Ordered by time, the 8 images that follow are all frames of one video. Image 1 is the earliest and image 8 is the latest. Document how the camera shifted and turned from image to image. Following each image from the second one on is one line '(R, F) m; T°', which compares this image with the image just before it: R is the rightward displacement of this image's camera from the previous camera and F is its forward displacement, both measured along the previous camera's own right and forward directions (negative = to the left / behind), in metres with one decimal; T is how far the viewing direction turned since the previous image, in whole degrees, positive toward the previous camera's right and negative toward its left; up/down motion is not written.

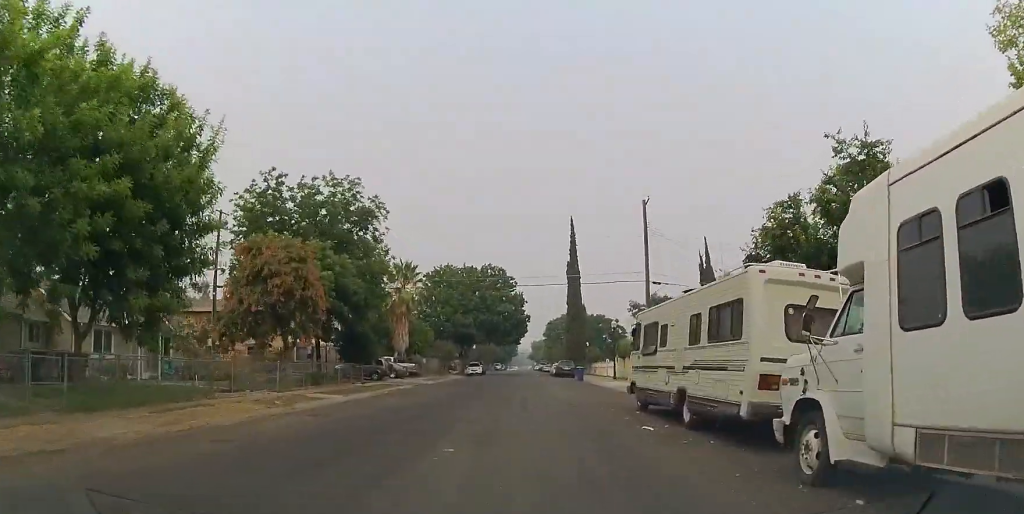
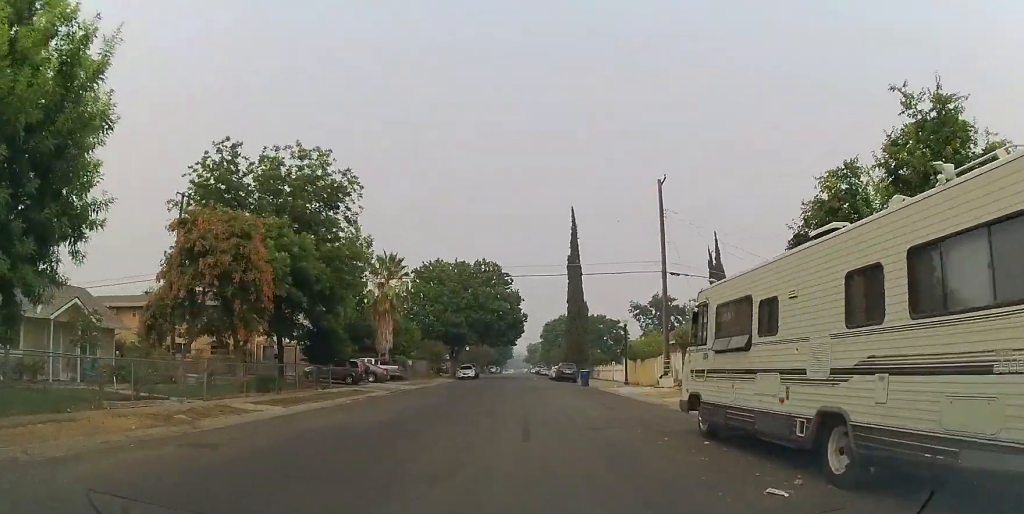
(+0.3, +5.6) m; +3°
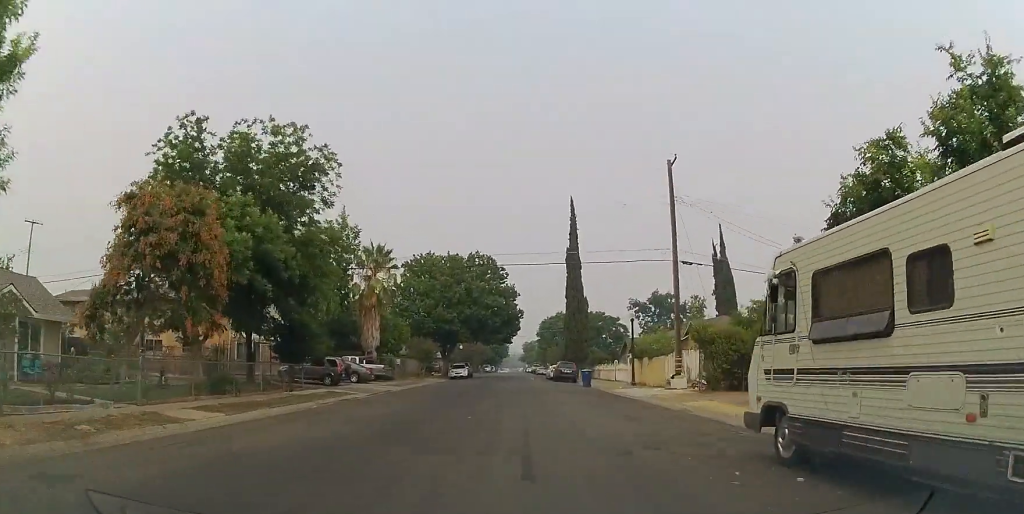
(0.0, +3.5) m; 0°
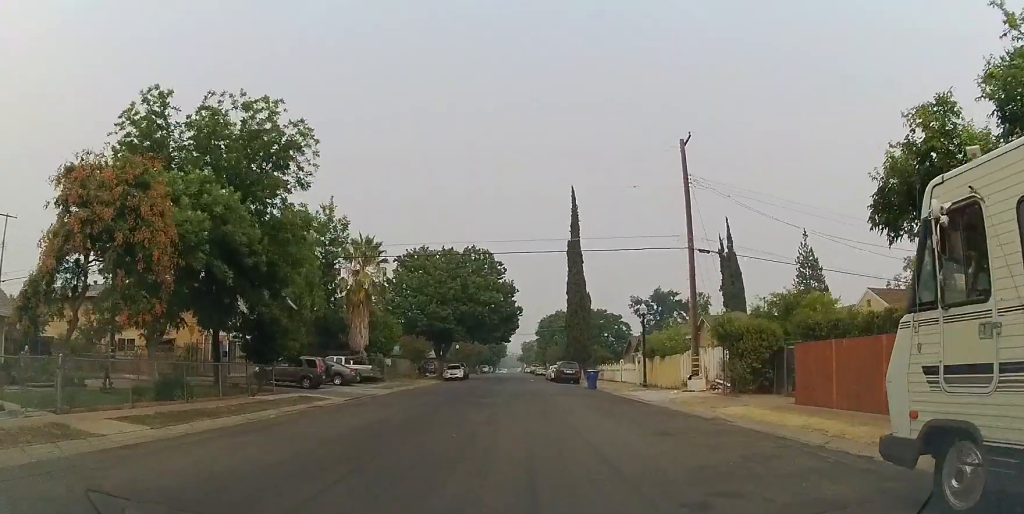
(0.0, +3.3) m; 0°
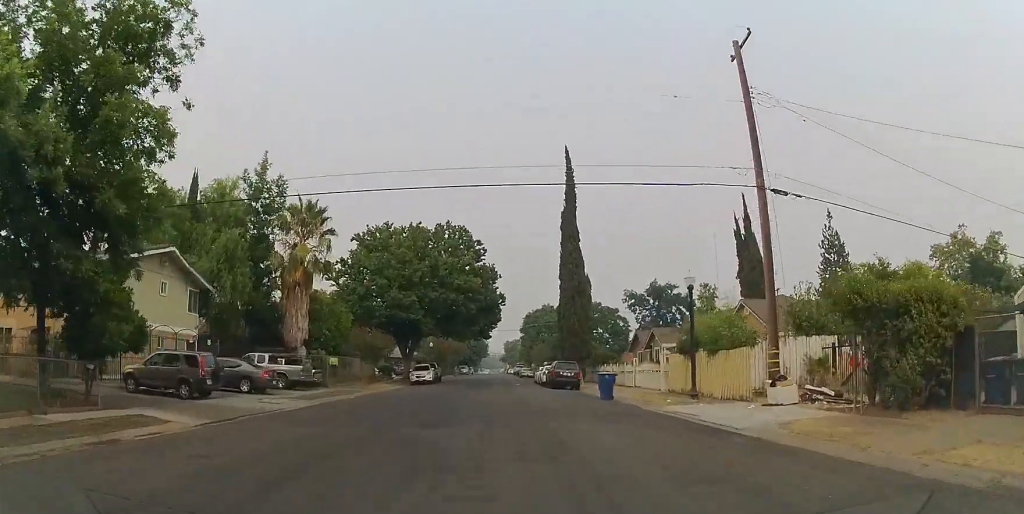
(0.0, +11.0) m; 0°
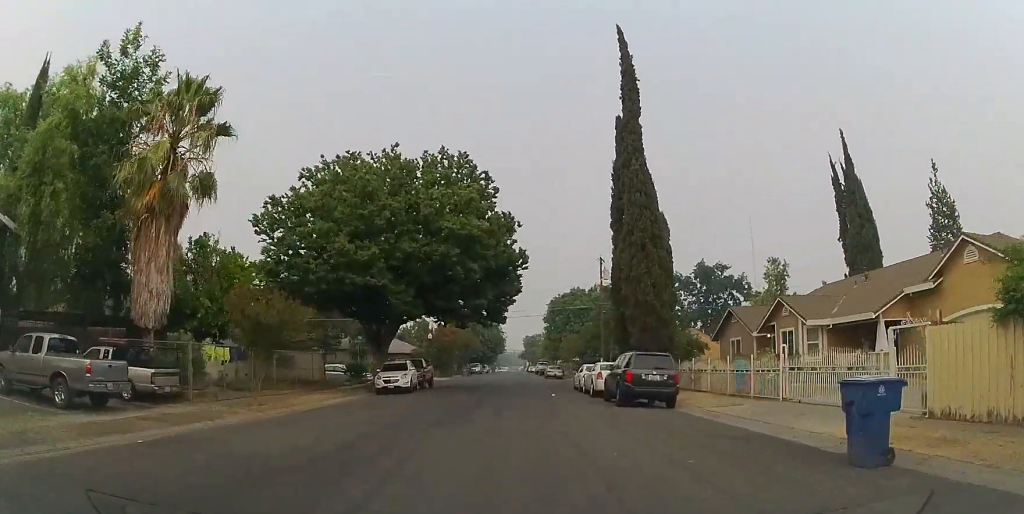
(0.0, +17.6) m; 0°
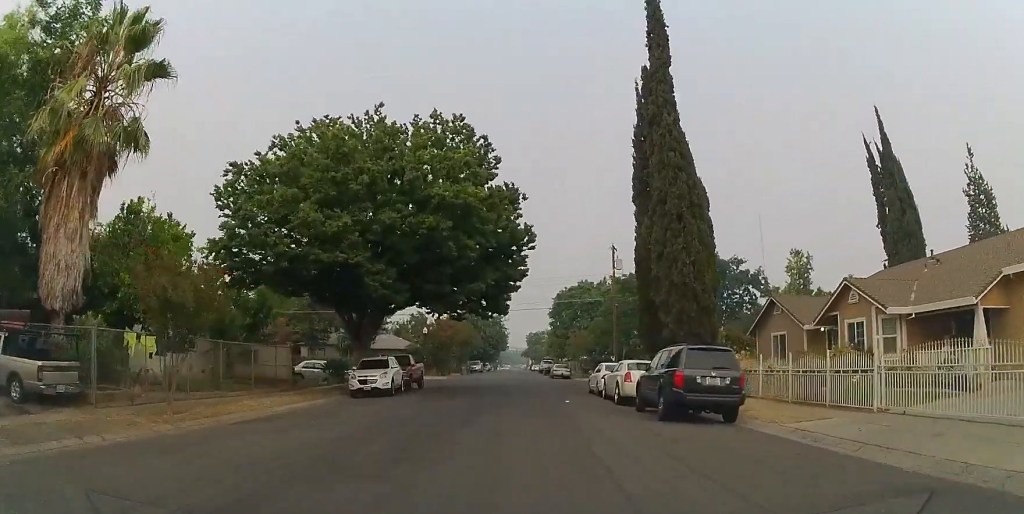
(0.0, +5.2) m; 0°
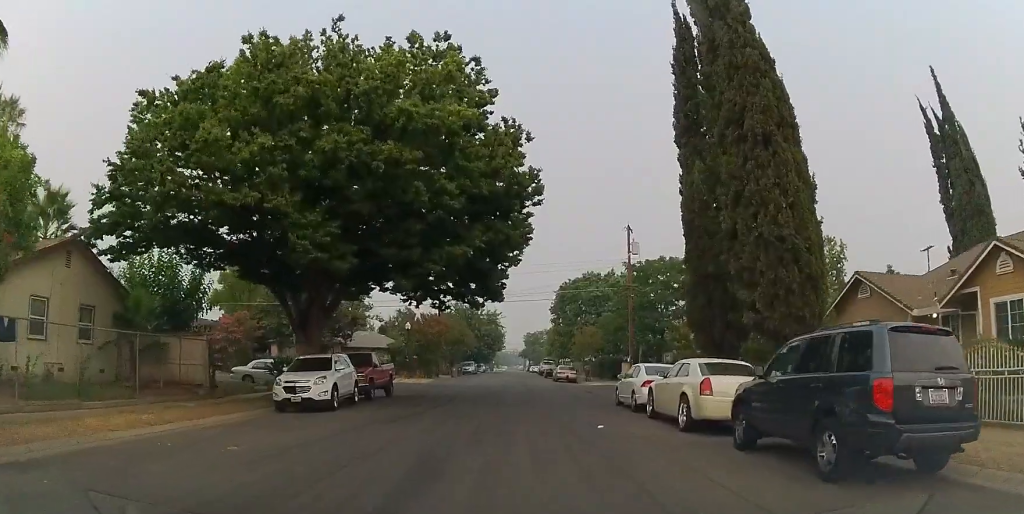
(0.0, +7.7) m; 0°
